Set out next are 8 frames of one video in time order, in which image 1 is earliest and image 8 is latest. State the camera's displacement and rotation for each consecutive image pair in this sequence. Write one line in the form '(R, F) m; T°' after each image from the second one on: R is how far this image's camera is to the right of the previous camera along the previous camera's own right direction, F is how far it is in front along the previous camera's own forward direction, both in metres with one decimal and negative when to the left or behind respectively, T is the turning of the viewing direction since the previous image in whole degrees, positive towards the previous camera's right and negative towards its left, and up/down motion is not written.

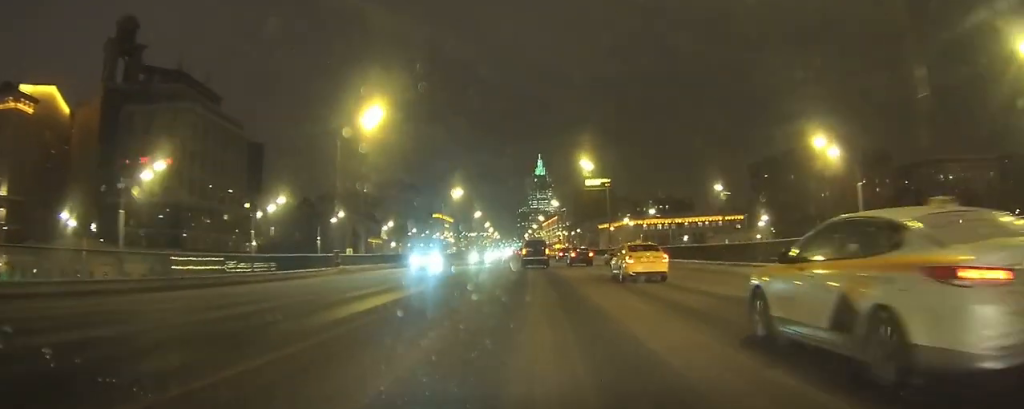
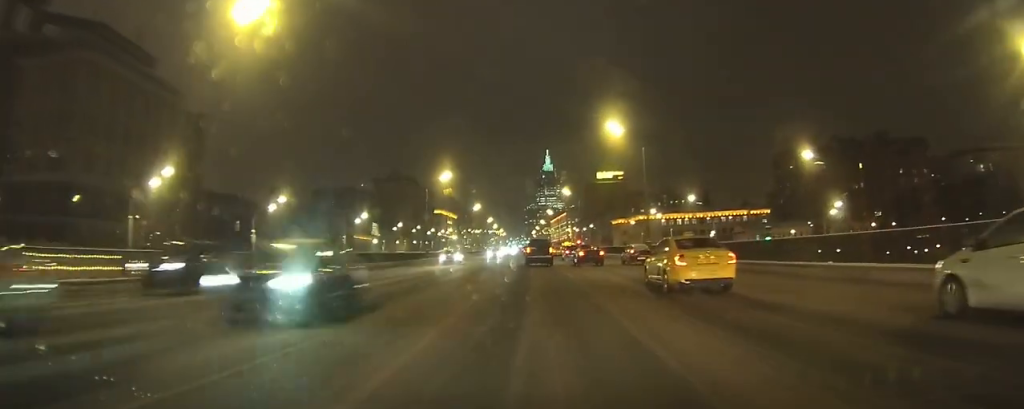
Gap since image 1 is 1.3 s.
(-0.1, +20.9) m; -1°
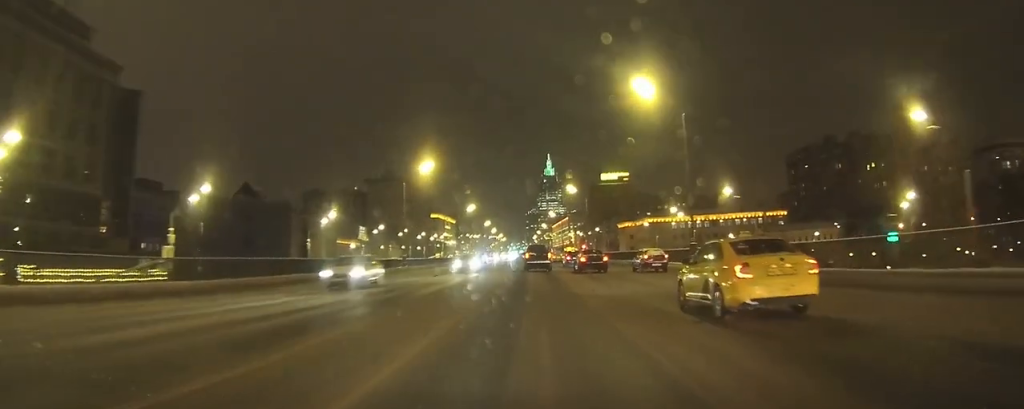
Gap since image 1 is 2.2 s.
(-0.1, +14.2) m; -1°
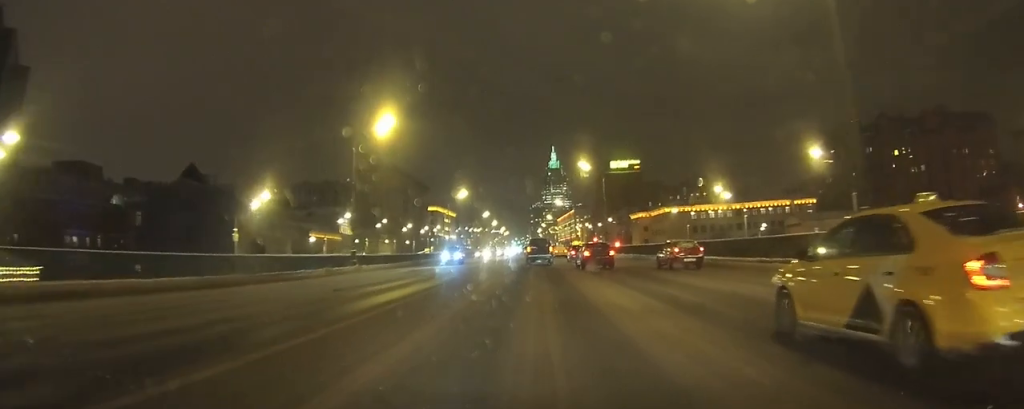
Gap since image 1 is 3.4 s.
(-0.1, +19.4) m; 0°
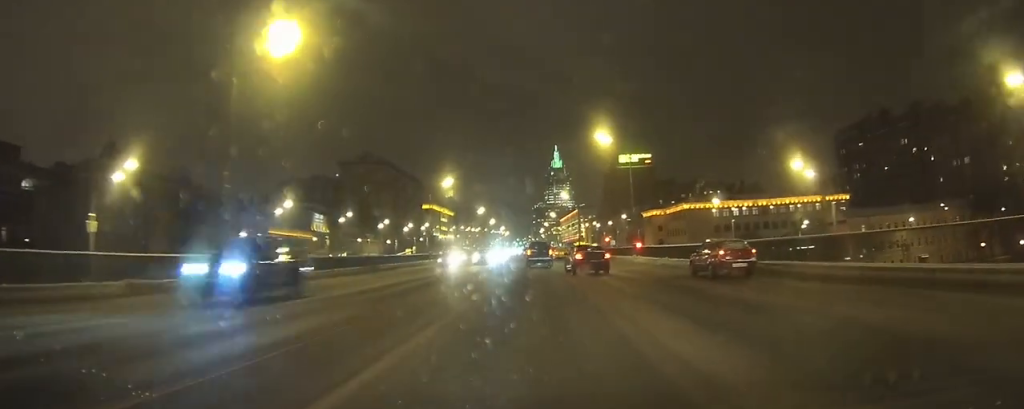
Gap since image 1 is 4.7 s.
(0.0, +19.7) m; 0°
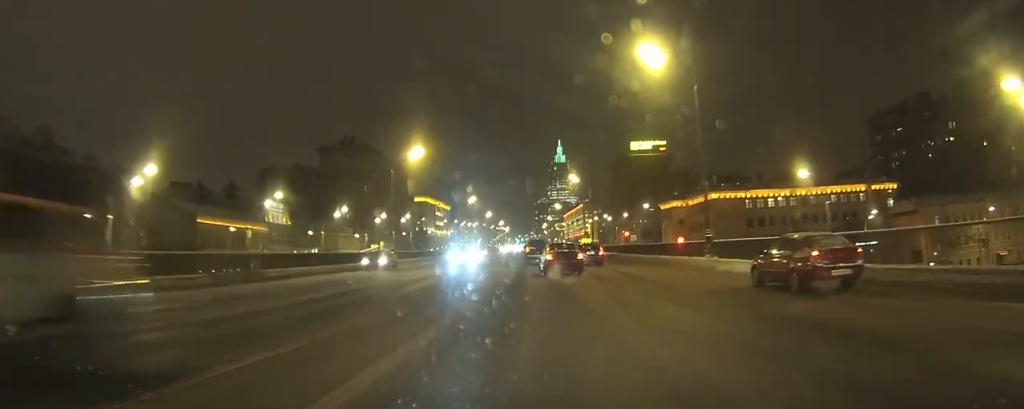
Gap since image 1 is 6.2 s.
(0.0, +22.7) m; 0°
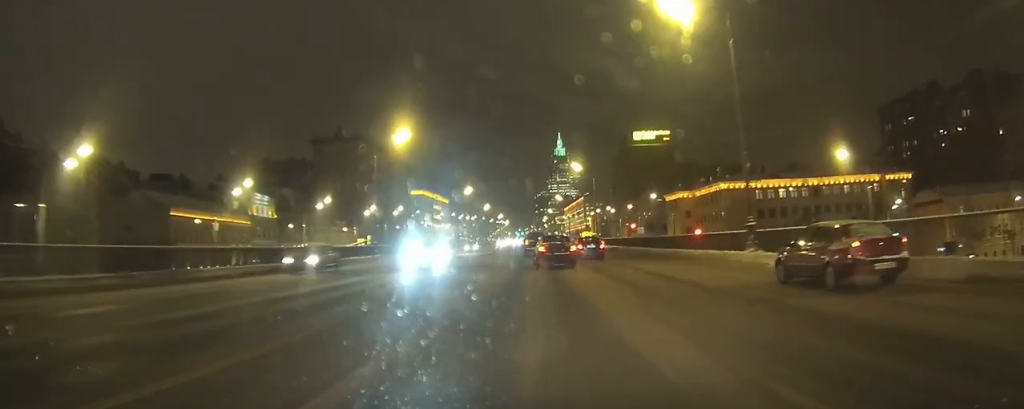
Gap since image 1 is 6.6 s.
(0.0, +6.4) m; 0°
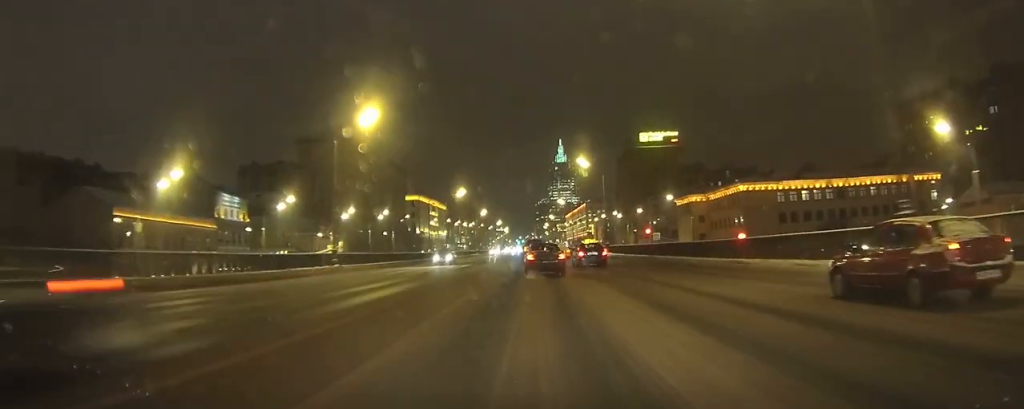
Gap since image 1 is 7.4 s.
(0.0, +11.3) m; 0°
